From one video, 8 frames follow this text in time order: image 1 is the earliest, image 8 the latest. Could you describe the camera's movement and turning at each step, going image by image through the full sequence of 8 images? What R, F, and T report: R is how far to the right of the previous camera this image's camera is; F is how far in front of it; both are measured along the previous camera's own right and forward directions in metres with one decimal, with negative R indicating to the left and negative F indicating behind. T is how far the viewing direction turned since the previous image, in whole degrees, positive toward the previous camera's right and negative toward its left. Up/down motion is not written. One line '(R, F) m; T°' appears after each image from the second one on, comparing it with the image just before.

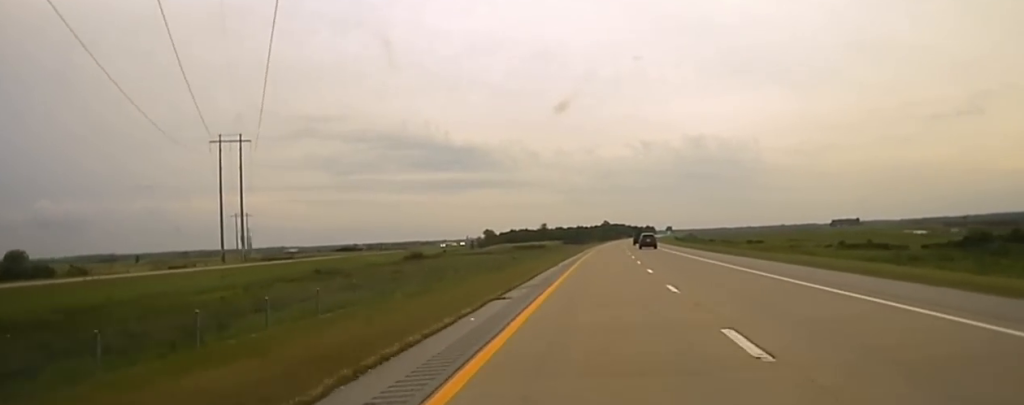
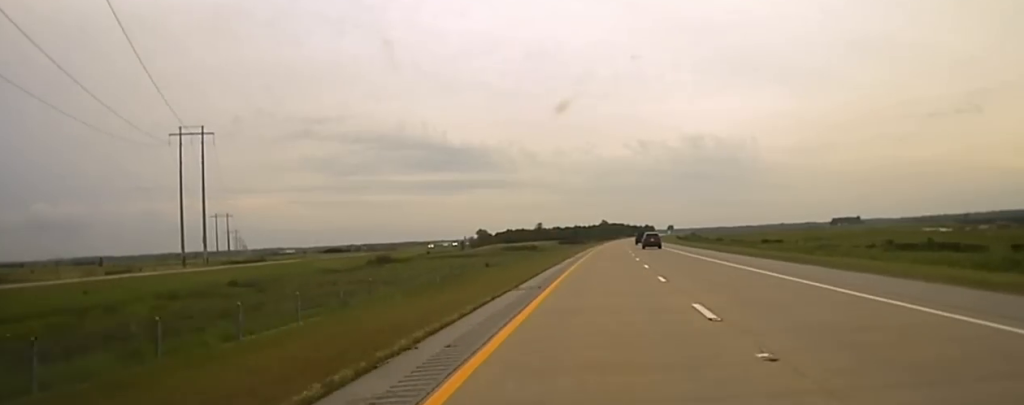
(-0.2, +21.8) m; 0°
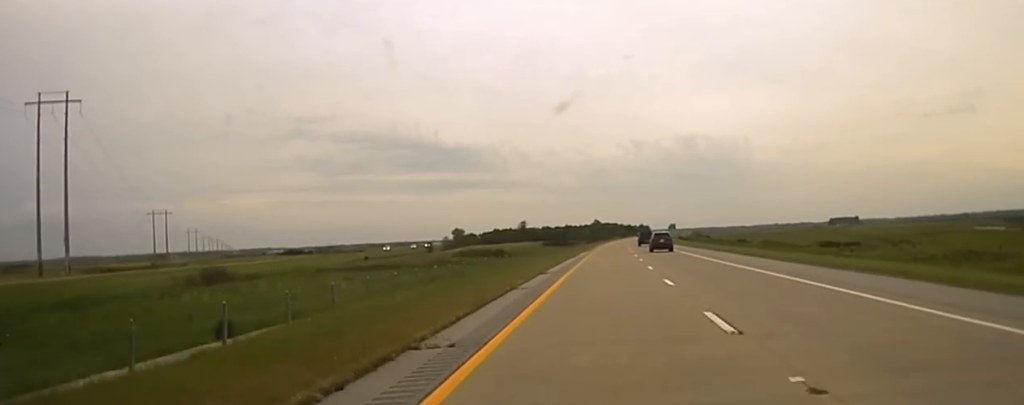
(+0.7, +50.1) m; +1°
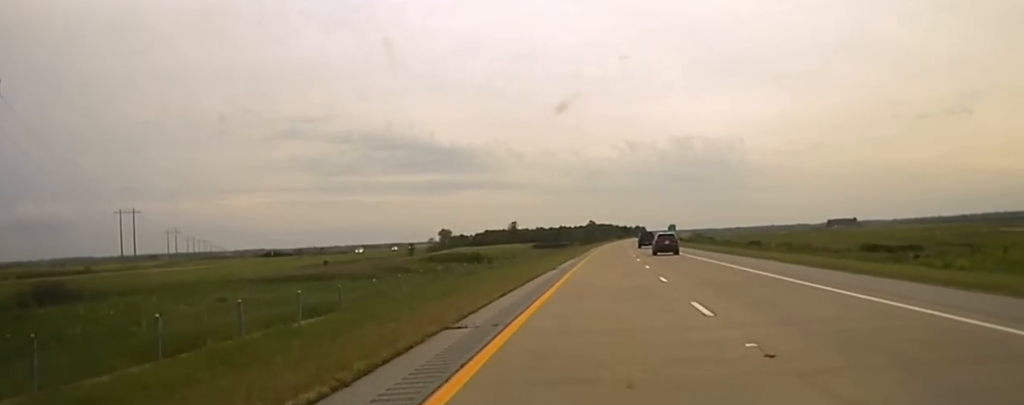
(0.0, +17.1) m; 0°
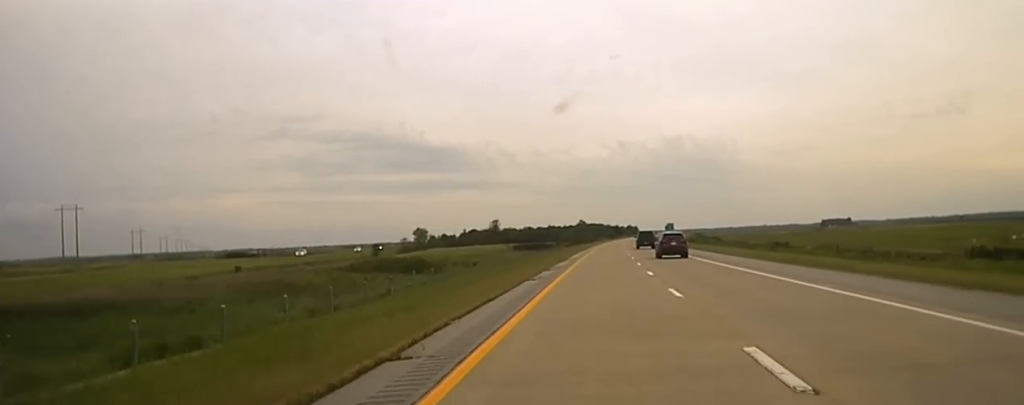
(0.0, +27.3) m; 0°
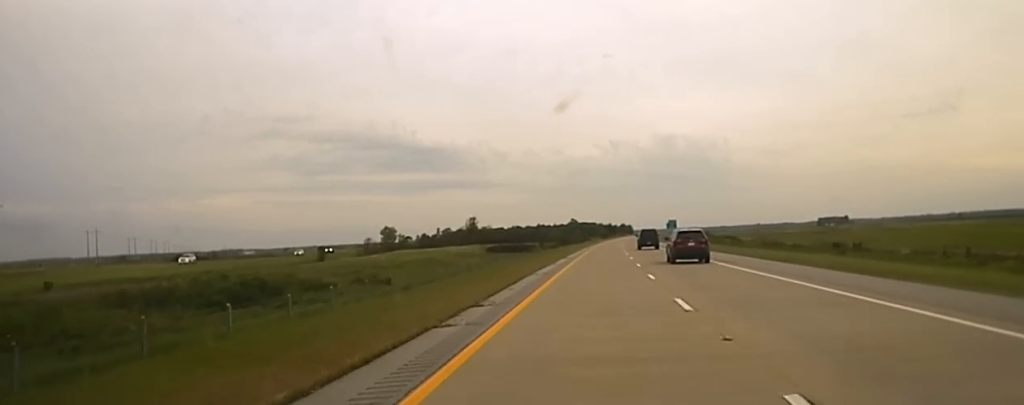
(+0.3, +31.5) m; +1°
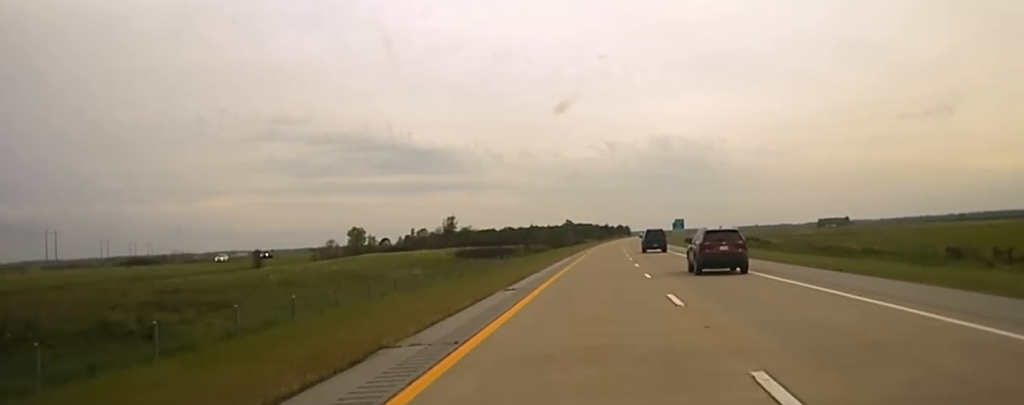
(+0.1, +29.3) m; 0°
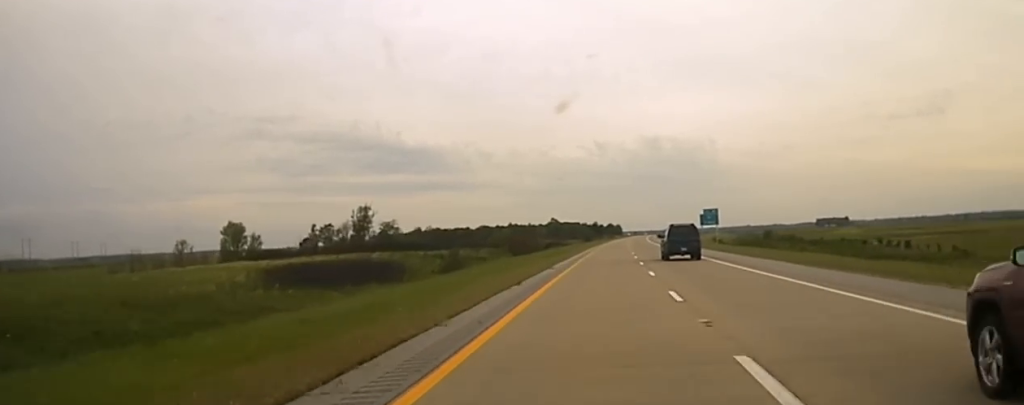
(+0.6, +94.5) m; +1°
